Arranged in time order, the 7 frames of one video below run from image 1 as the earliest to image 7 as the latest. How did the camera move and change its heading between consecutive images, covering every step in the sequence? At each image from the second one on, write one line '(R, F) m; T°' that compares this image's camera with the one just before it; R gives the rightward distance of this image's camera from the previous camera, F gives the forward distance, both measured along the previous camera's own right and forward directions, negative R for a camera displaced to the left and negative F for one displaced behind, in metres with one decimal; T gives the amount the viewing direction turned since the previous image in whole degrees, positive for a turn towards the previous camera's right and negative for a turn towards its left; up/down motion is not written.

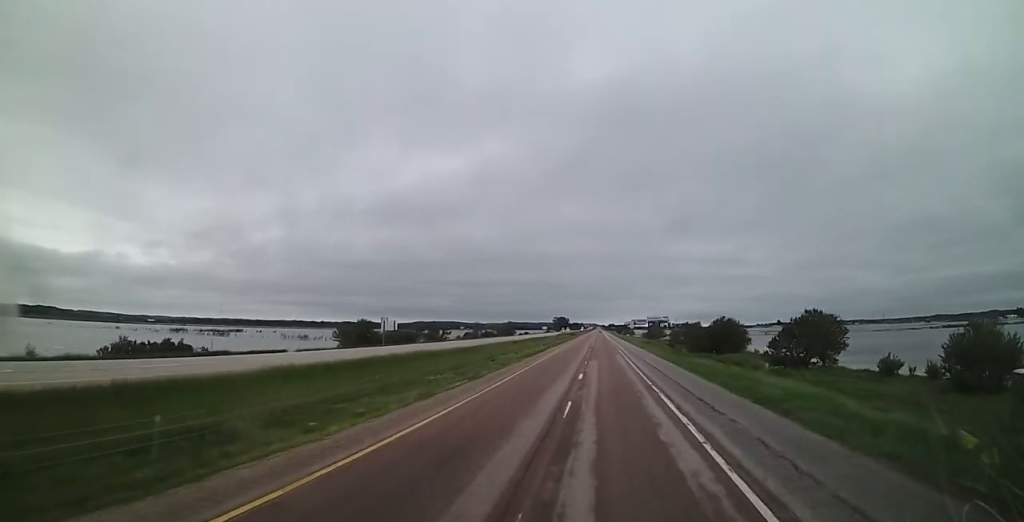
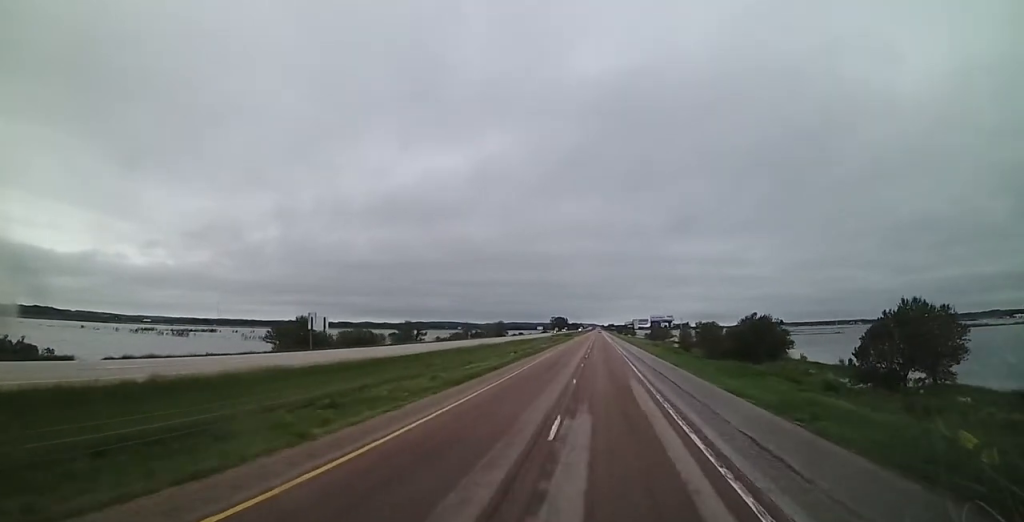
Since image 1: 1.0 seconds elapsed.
(-0.1, +28.0) m; 0°
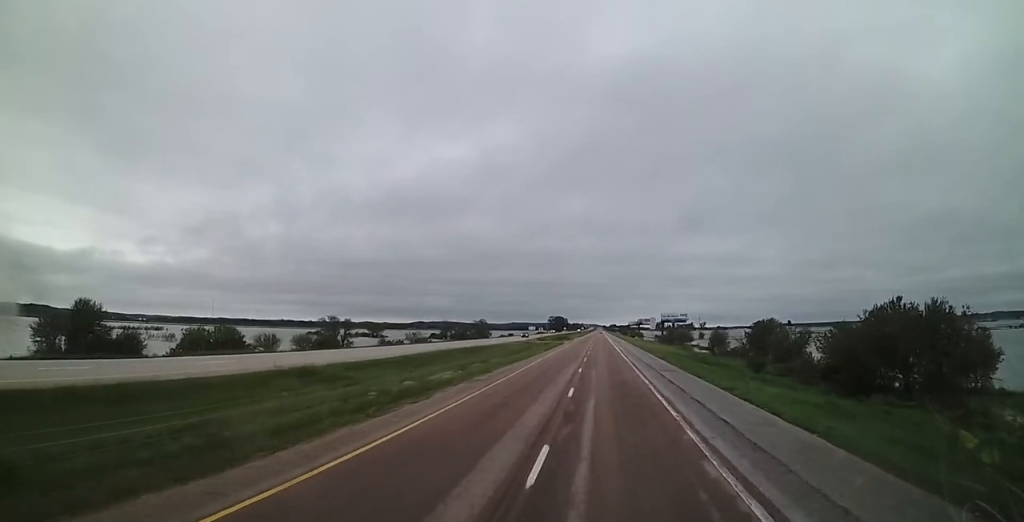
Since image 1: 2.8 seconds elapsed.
(+0.1, +53.1) m; +1°
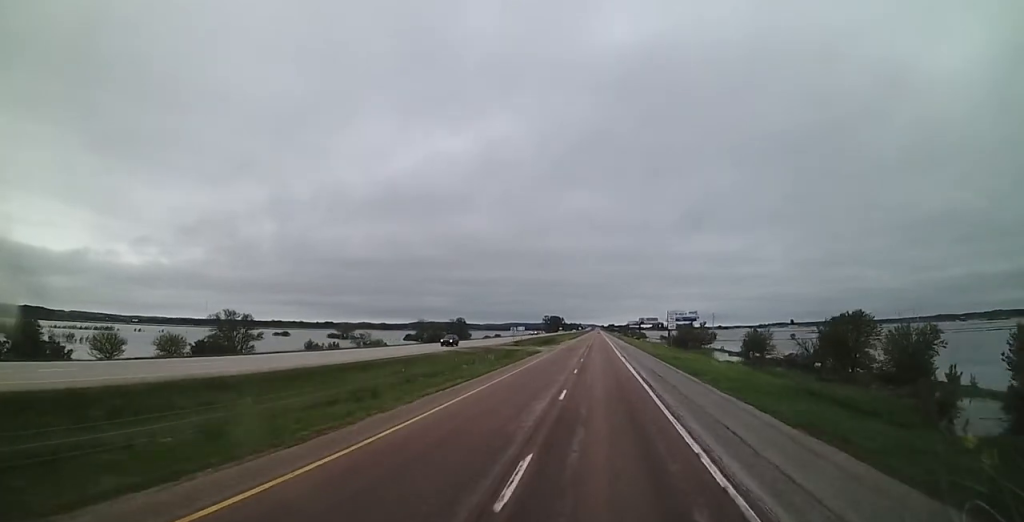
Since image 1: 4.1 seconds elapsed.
(+0.1, +37.6) m; 0°
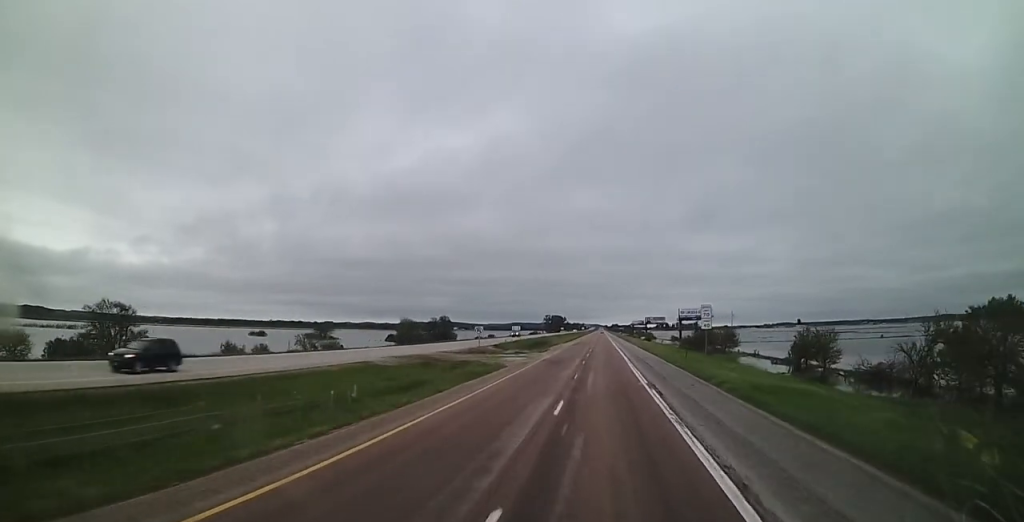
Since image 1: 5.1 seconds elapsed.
(0.0, +28.0) m; -1°
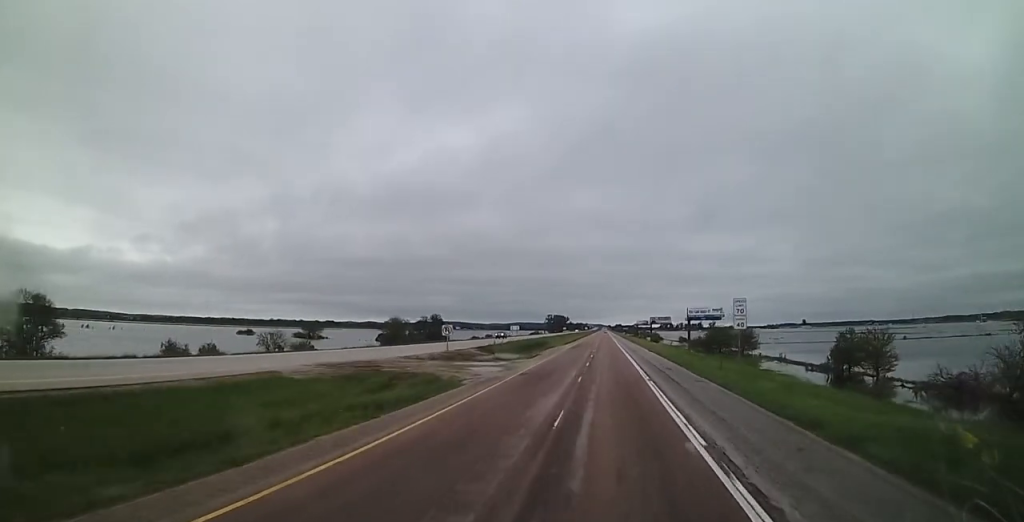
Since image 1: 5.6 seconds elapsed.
(+0.1, +14.4) m; -1°
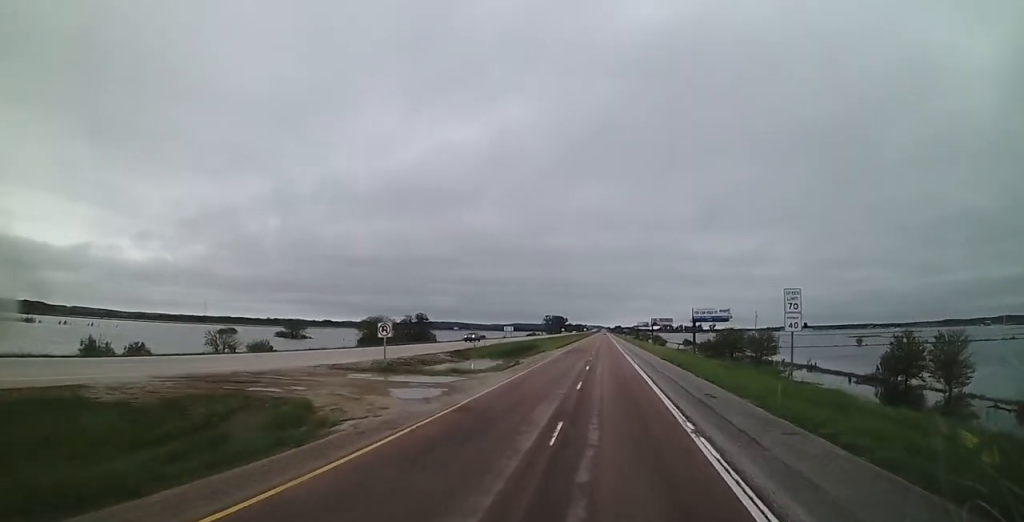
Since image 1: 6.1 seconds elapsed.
(-0.2, +14.4) m; 0°
